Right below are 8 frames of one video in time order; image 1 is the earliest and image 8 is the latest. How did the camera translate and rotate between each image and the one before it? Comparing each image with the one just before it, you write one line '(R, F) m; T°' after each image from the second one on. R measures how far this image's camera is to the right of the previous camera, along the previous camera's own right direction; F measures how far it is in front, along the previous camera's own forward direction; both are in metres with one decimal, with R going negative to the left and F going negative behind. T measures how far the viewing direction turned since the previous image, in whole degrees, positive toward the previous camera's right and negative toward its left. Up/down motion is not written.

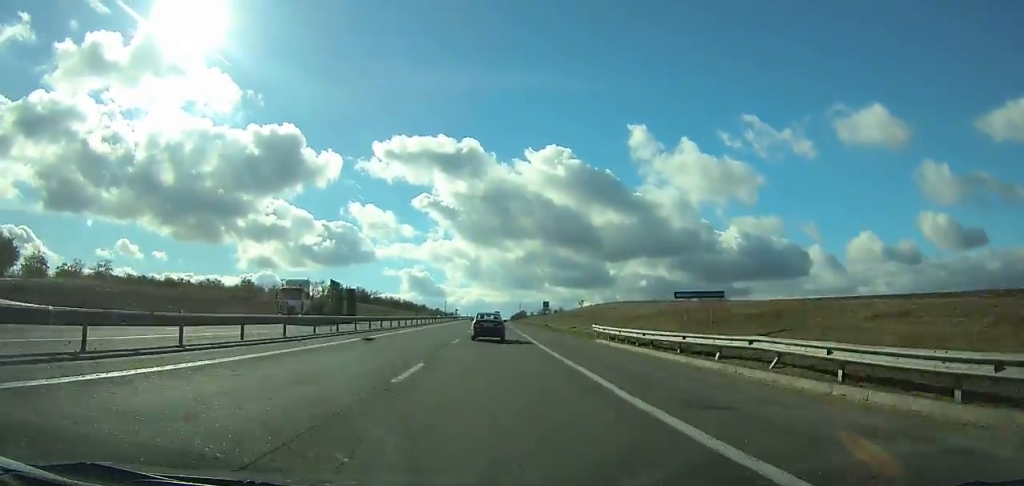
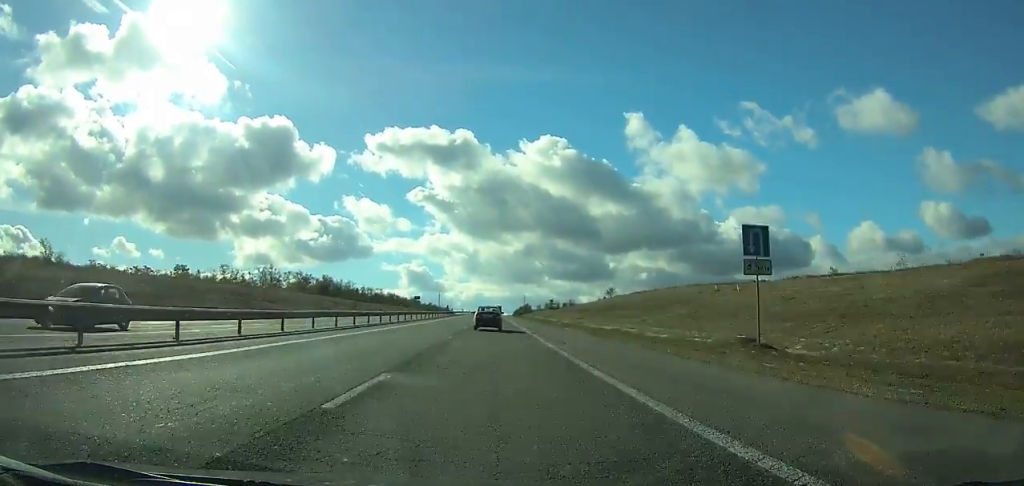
(-0.6, +68.3) m; -1°
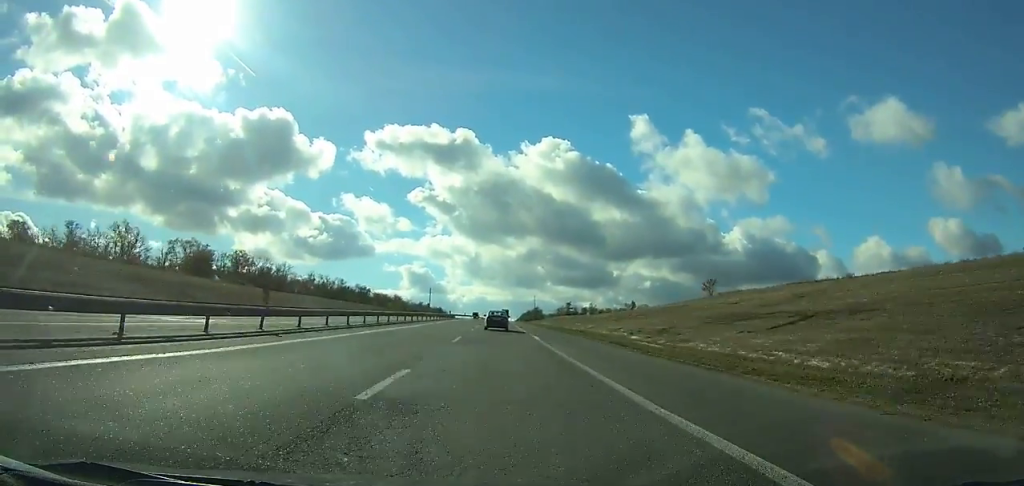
(-0.1, +96.2) m; 0°
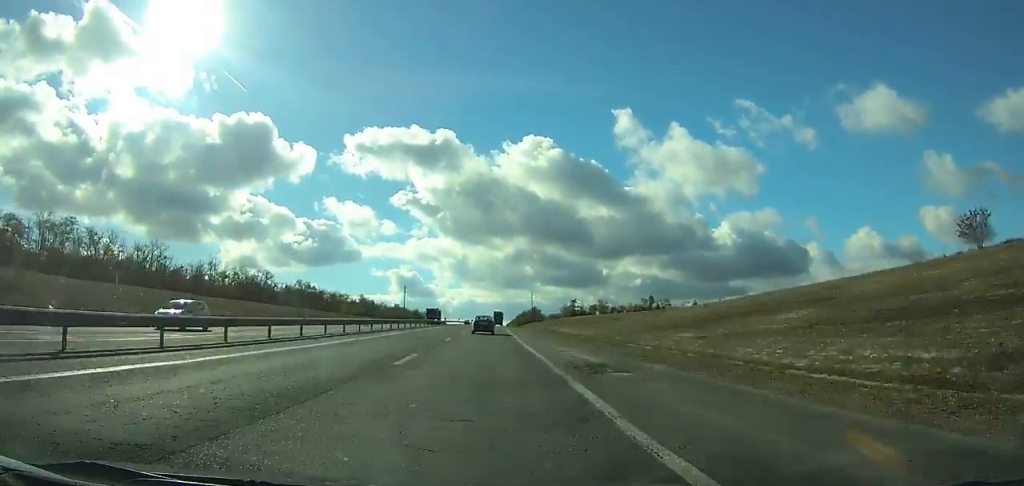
(+0.5, +72.6) m; 0°
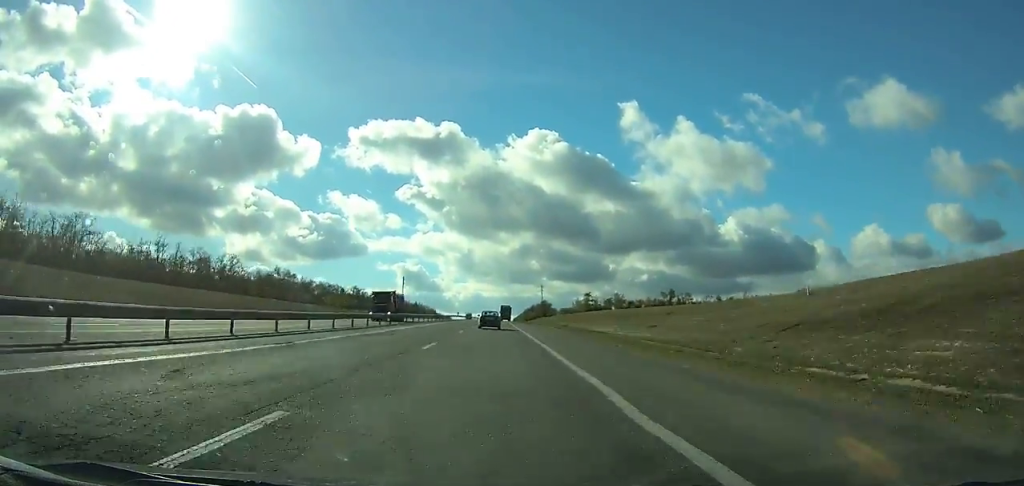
(0.0, +27.7) m; 0°
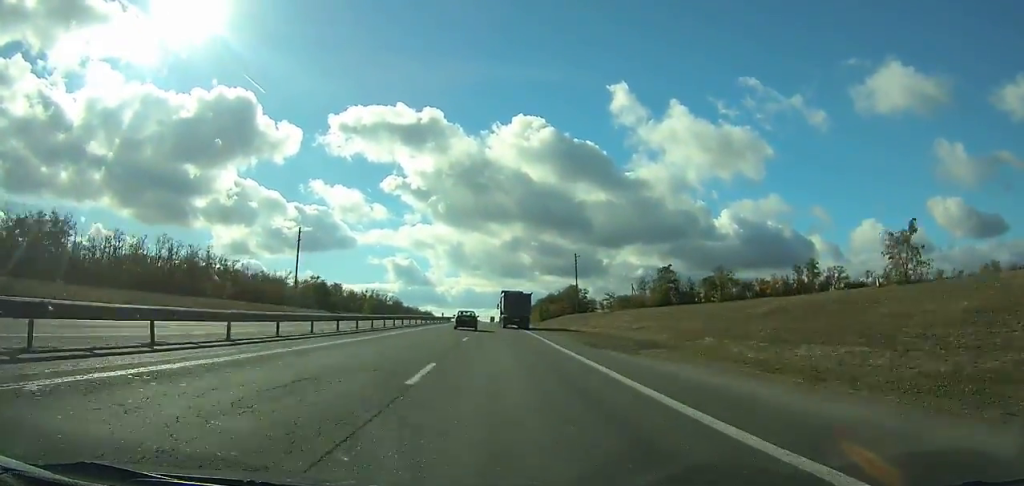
(0.0, +144.2) m; 0°
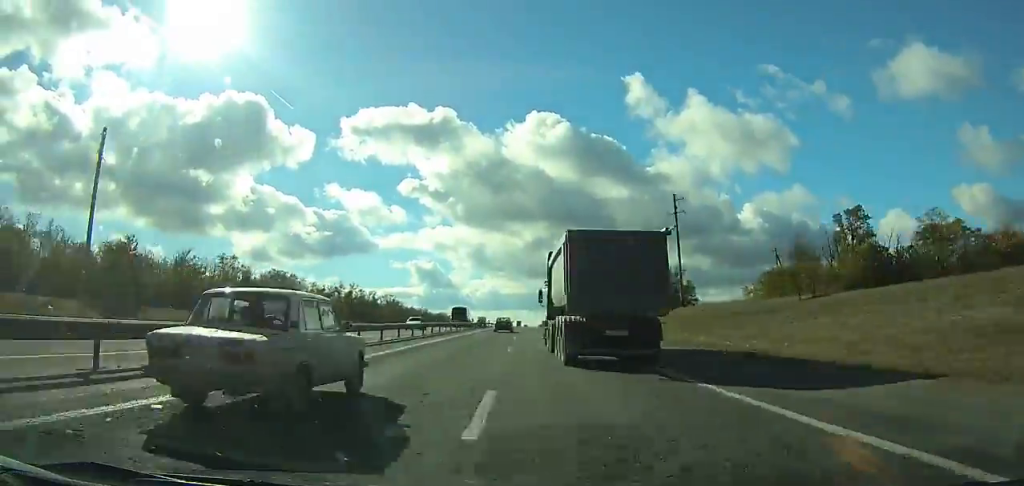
(-0.1, +81.6) m; -1°
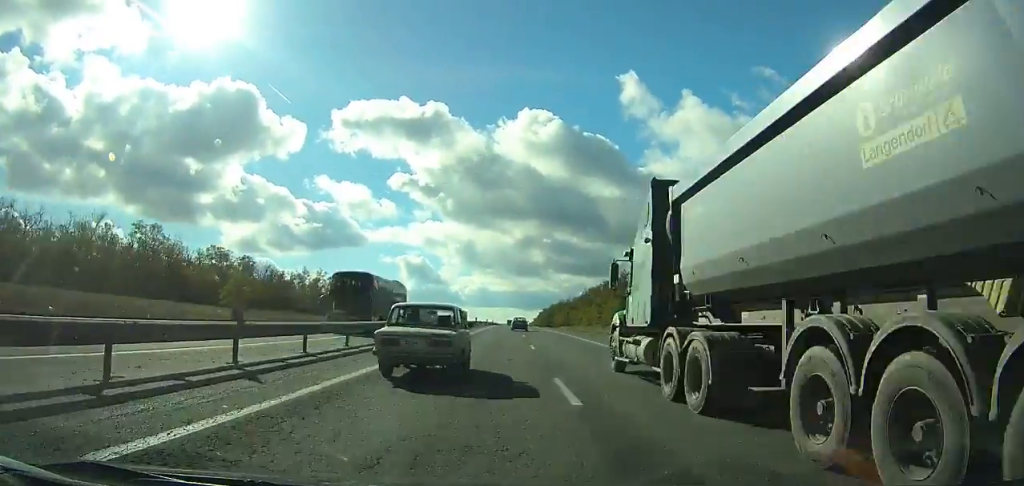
(-0.2, +29.5) m; 0°
